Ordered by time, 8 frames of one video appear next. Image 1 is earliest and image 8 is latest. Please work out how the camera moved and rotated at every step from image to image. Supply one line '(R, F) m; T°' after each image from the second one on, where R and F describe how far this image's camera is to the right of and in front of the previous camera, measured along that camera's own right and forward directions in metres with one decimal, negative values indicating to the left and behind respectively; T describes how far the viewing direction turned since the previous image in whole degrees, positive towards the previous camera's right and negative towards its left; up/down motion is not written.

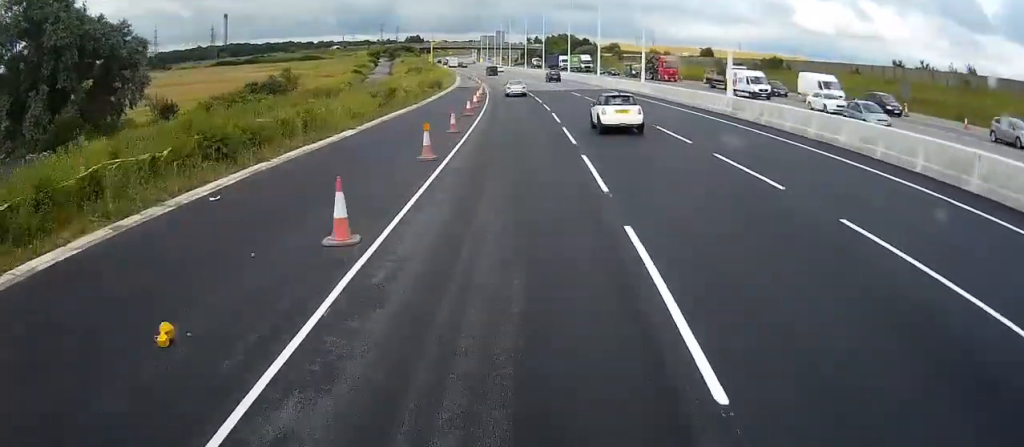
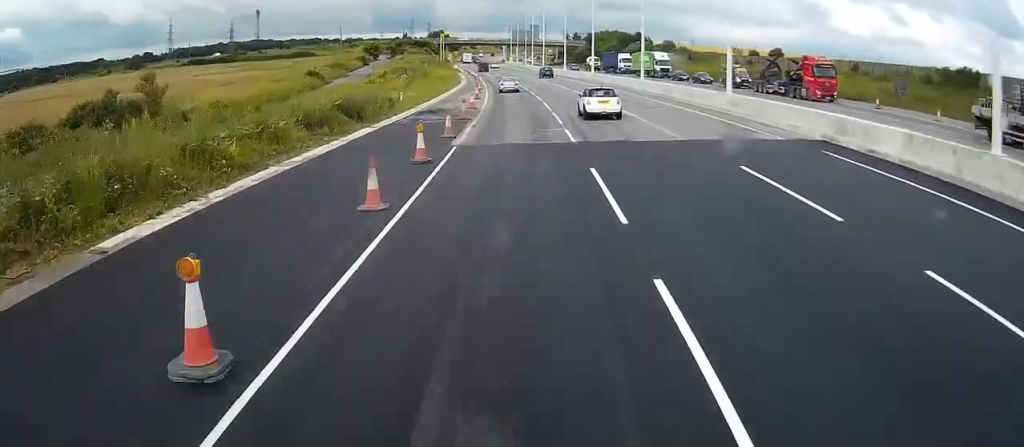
(-1.2, +48.2) m; -5°
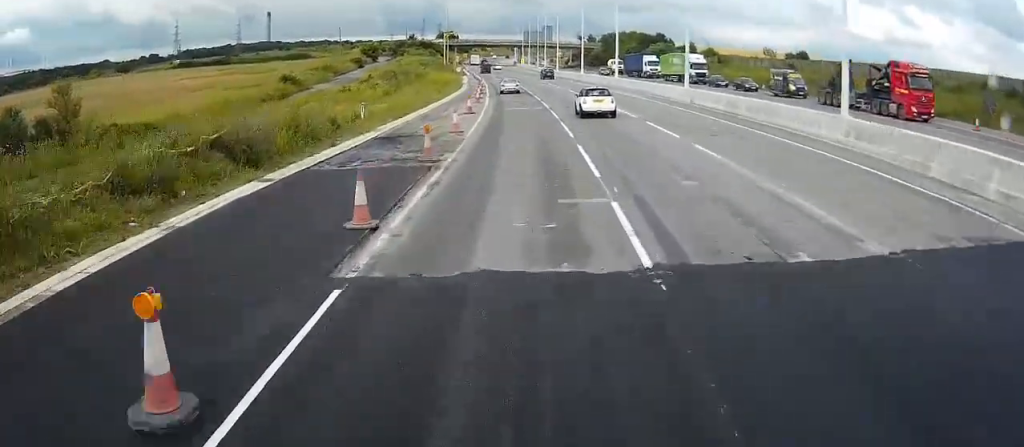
(-0.3, +14.6) m; -1°
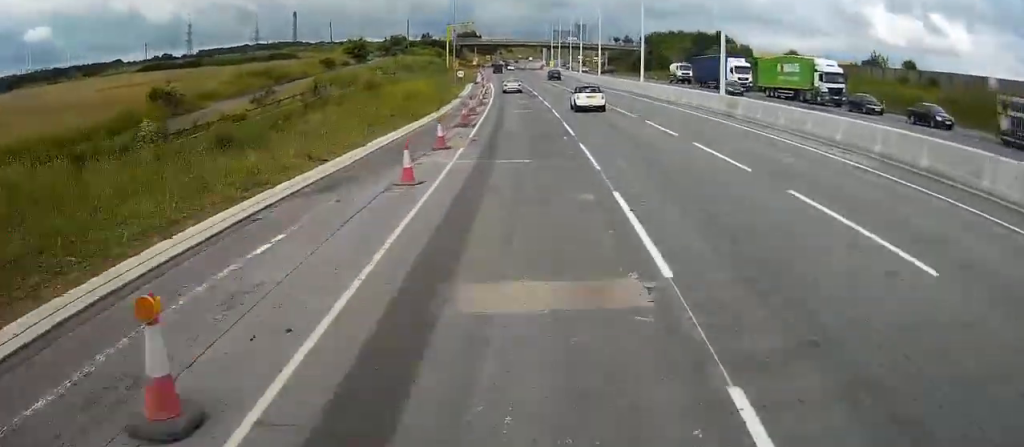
(-0.5, +36.5) m; -1°
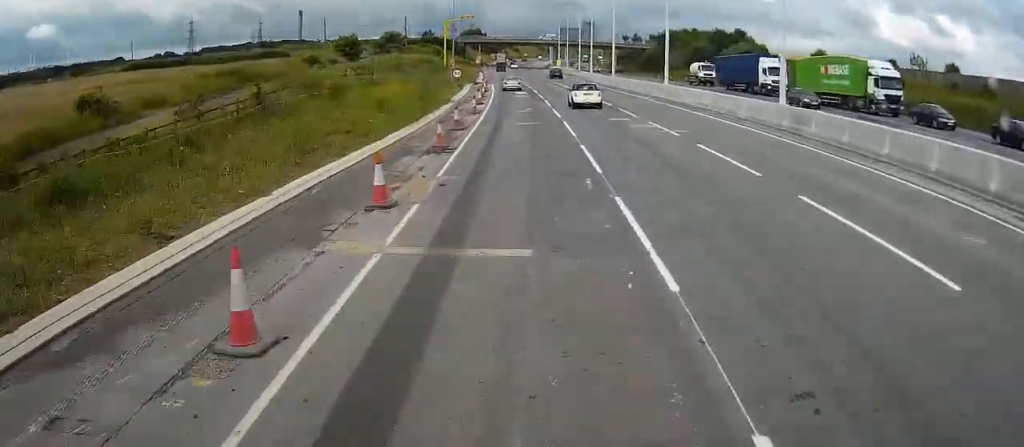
(0.0, +9.5) m; -1°
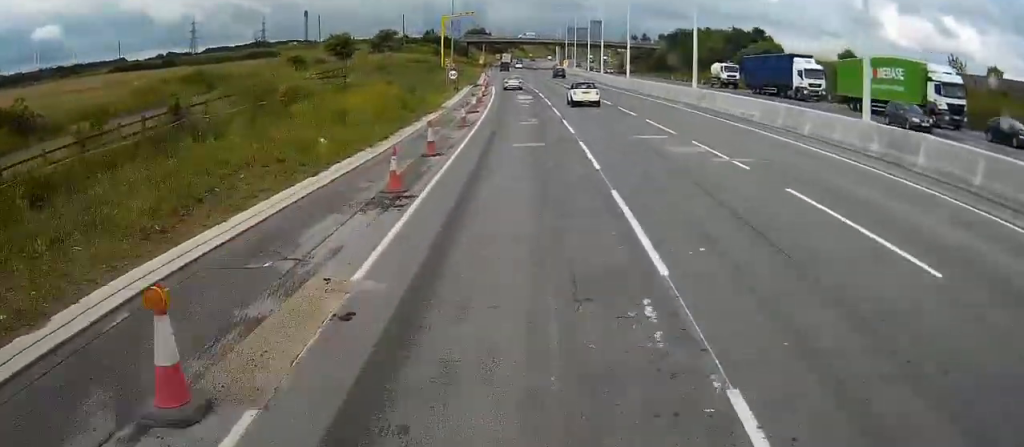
(+0.1, +8.8) m; -1°
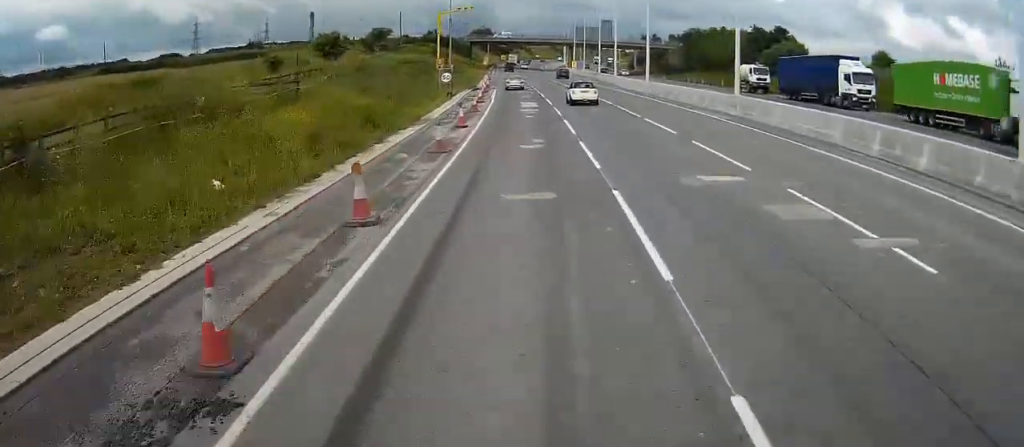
(-0.2, +8.7) m; -1°
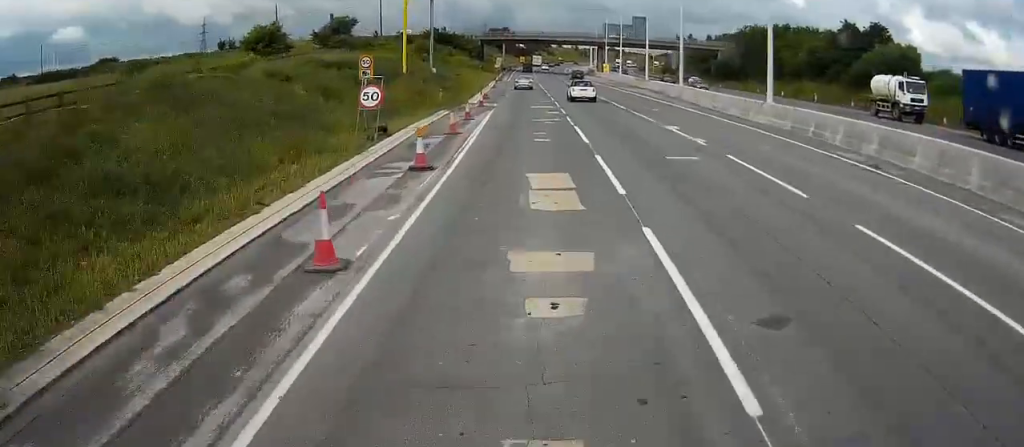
(-0.8, +30.6) m; -2°
